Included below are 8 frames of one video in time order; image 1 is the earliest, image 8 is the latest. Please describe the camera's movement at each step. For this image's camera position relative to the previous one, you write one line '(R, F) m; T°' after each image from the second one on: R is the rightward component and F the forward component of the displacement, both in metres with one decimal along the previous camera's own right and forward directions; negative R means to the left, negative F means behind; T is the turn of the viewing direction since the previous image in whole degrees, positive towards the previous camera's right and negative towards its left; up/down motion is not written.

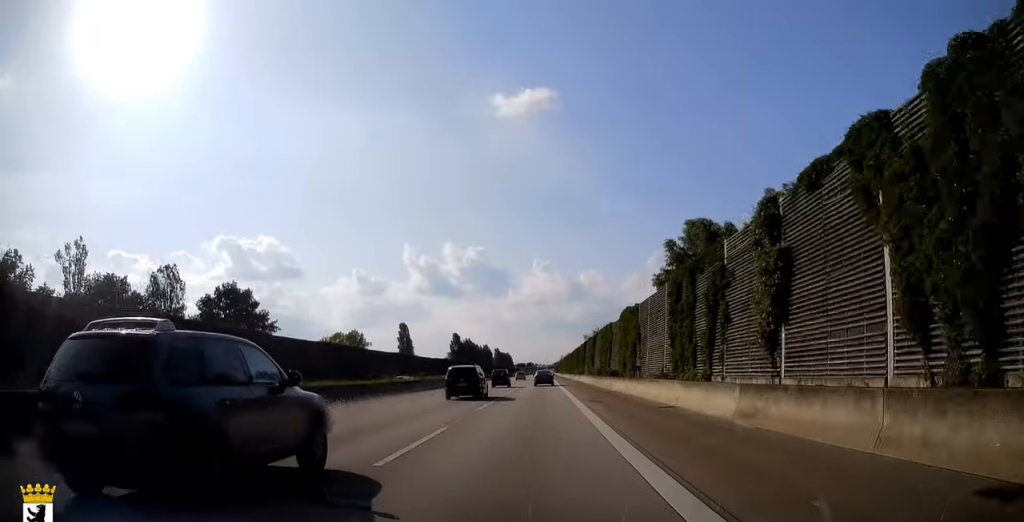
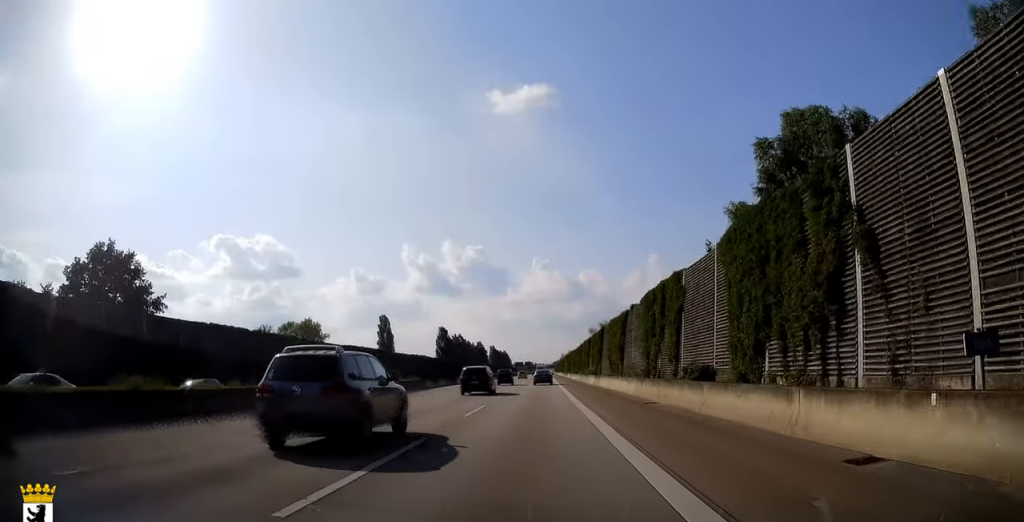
(-0.1, +27.7) m; 0°
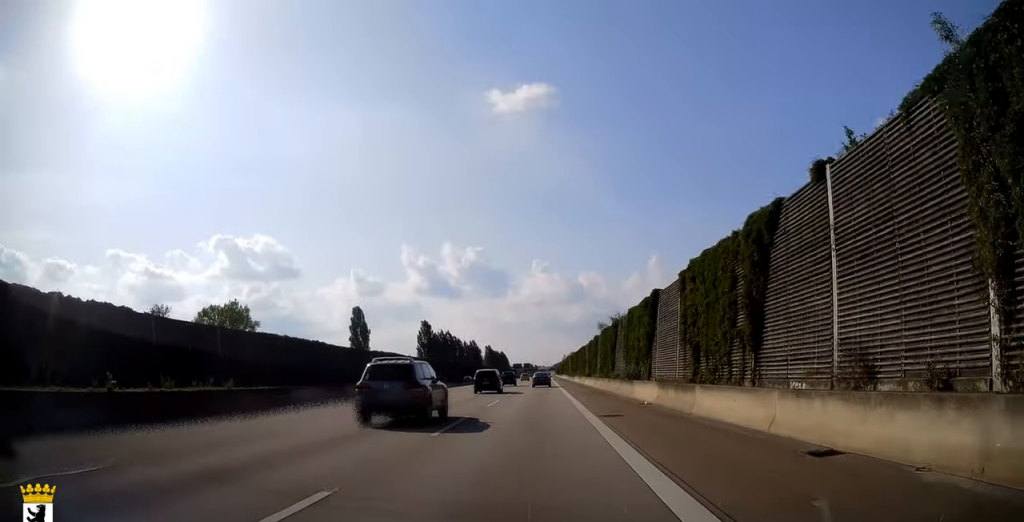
(+0.2, +29.0) m; 0°
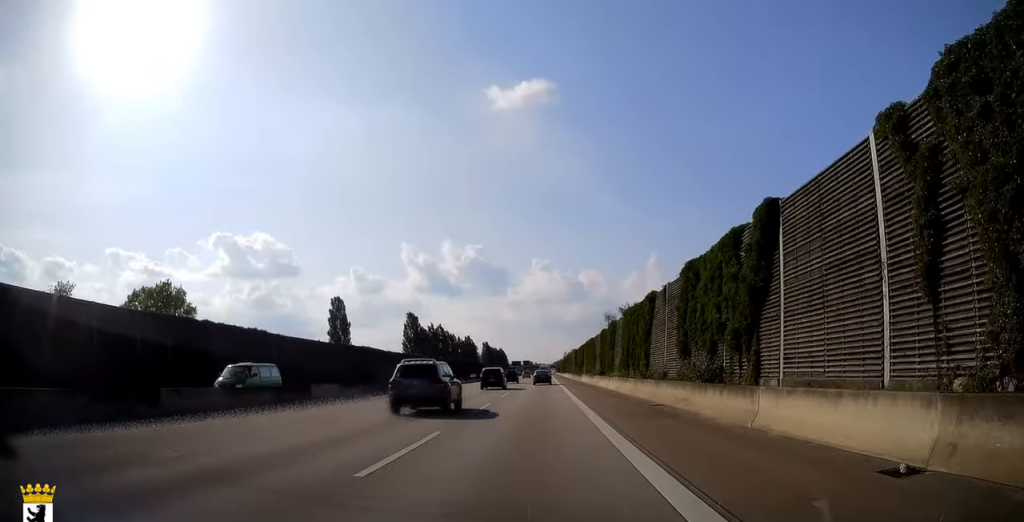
(-0.2, +17.2) m; 0°
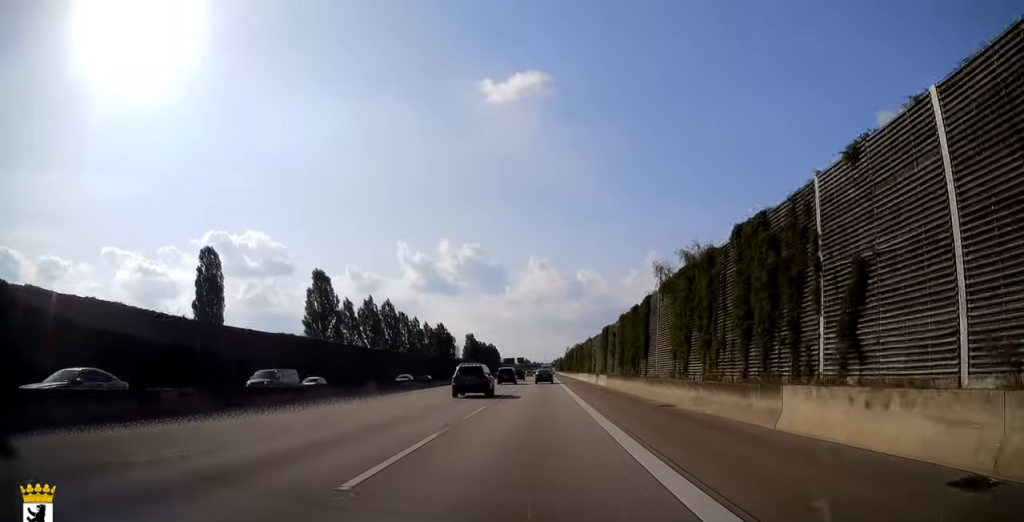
(+0.2, +60.9) m; 0°
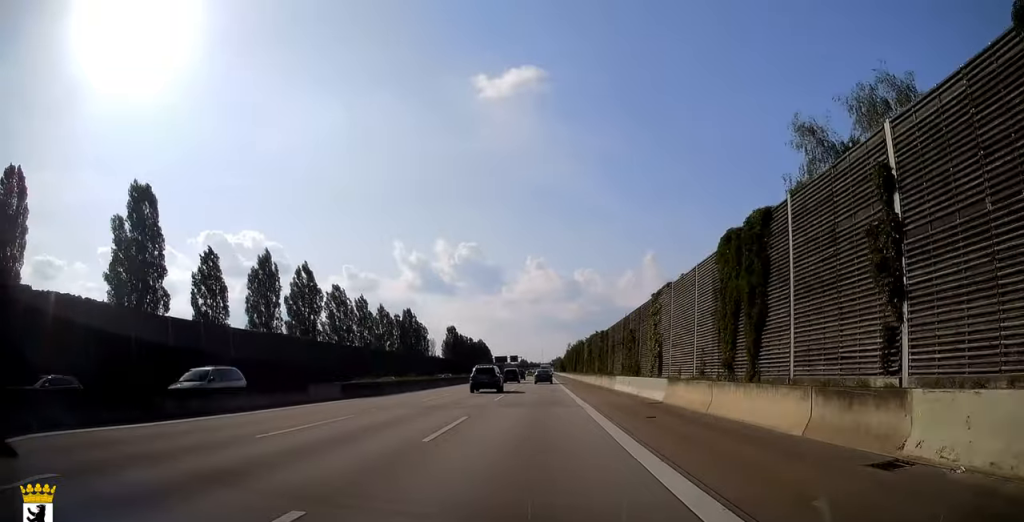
(+0.2, +43.0) m; 0°
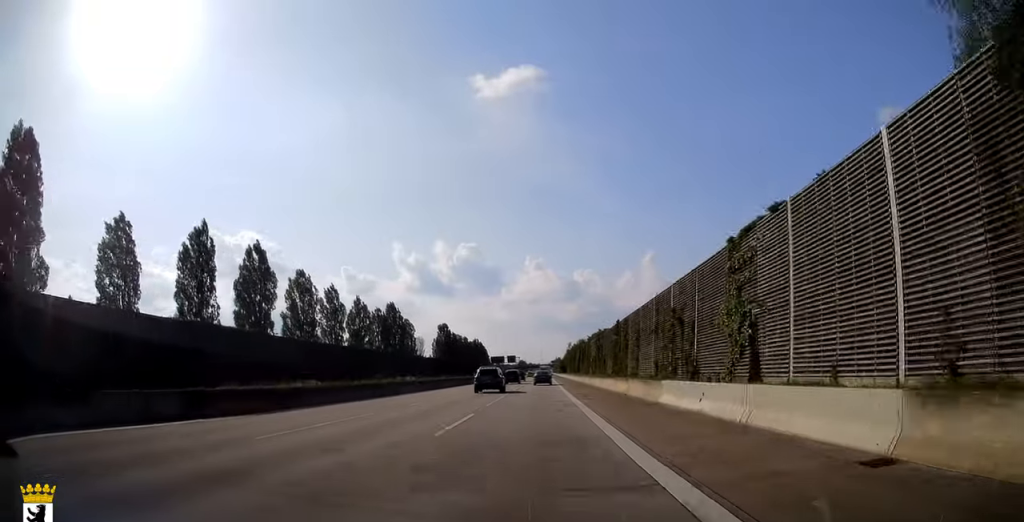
(0.0, +14.7) m; 0°
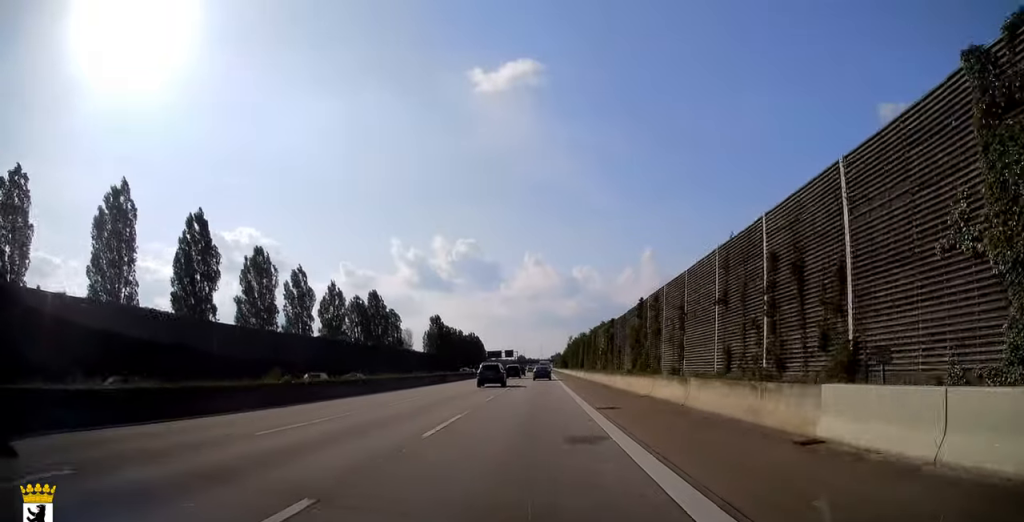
(0.0, +13.1) m; 0°
